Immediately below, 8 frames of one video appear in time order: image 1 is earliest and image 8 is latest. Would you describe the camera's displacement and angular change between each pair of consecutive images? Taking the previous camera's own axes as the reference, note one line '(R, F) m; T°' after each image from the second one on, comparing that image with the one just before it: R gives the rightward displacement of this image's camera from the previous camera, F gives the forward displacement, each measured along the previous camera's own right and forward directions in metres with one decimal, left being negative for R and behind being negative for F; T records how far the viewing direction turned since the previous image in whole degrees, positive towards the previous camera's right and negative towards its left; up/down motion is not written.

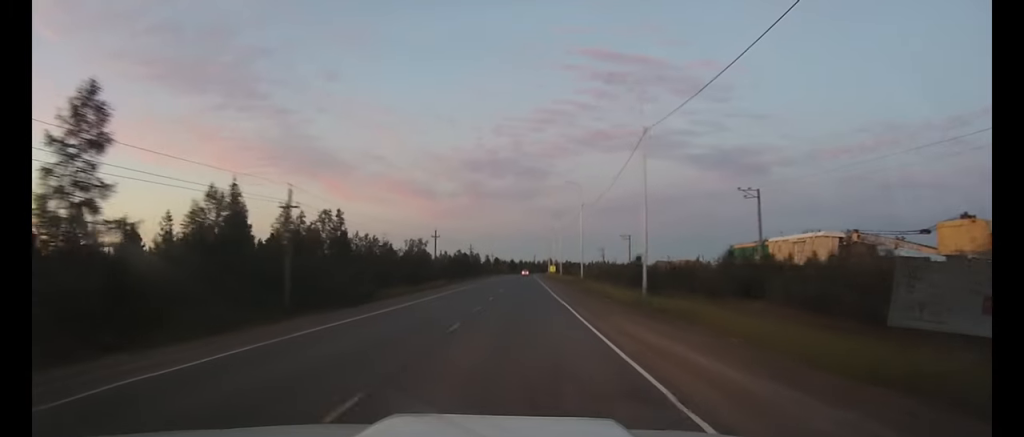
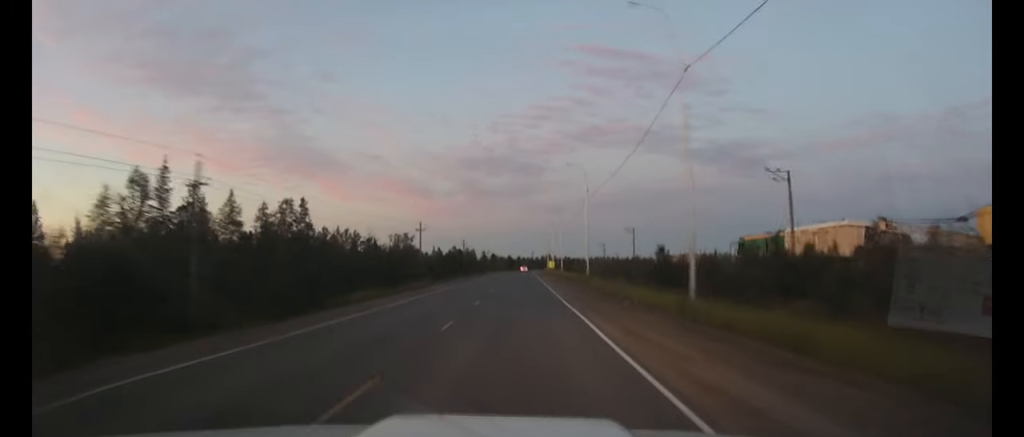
(0.0, +9.0) m; 0°
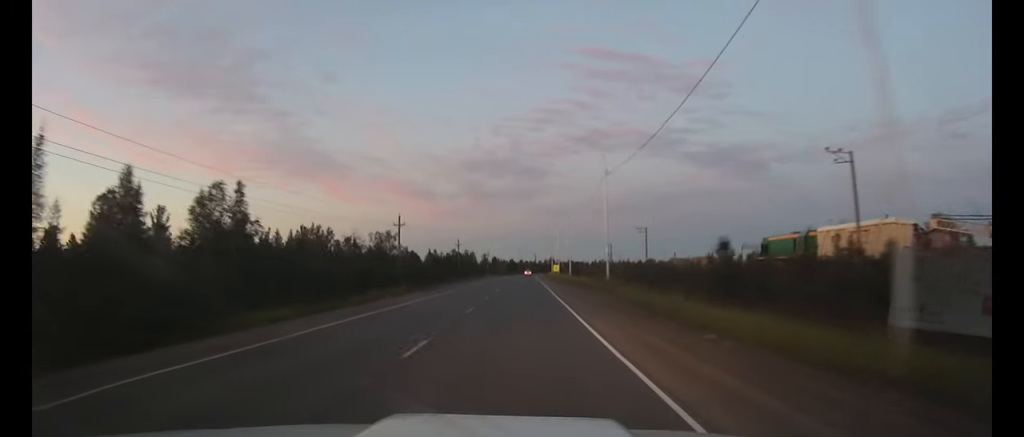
(0.0, +12.2) m; 0°
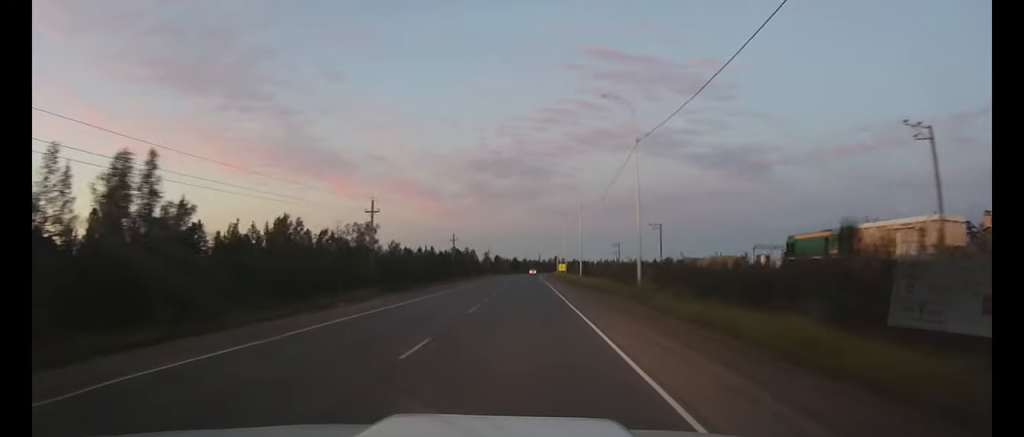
(0.0, +10.9) m; 0°
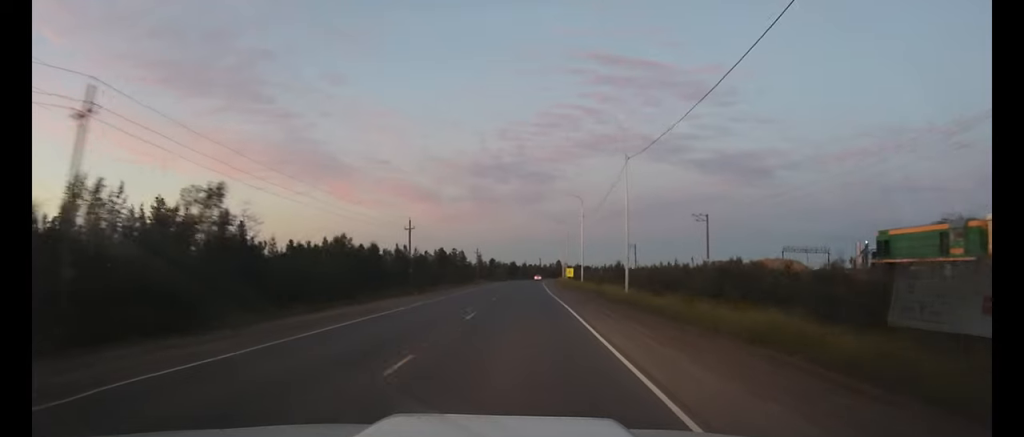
(0.0, +32.0) m; 0°
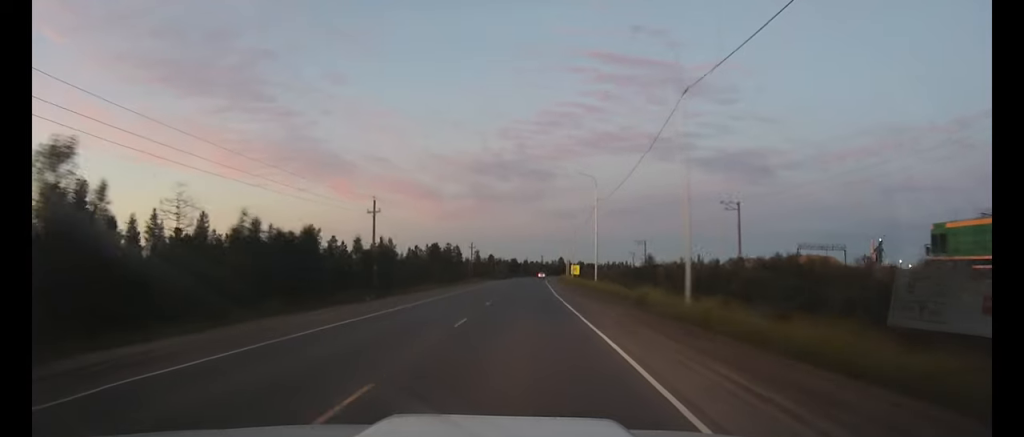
(0.0, +13.4) m; 0°
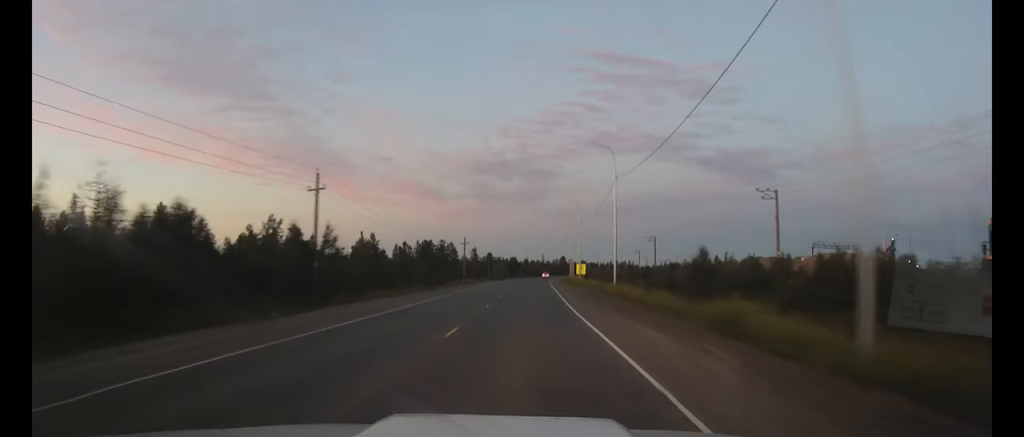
(0.0, +12.1) m; 0°
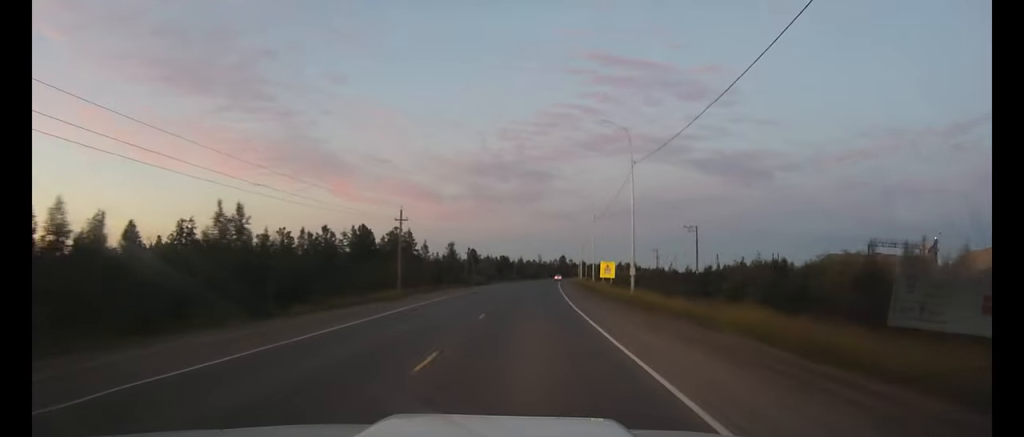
(+0.2, +42.6) m; +1°
